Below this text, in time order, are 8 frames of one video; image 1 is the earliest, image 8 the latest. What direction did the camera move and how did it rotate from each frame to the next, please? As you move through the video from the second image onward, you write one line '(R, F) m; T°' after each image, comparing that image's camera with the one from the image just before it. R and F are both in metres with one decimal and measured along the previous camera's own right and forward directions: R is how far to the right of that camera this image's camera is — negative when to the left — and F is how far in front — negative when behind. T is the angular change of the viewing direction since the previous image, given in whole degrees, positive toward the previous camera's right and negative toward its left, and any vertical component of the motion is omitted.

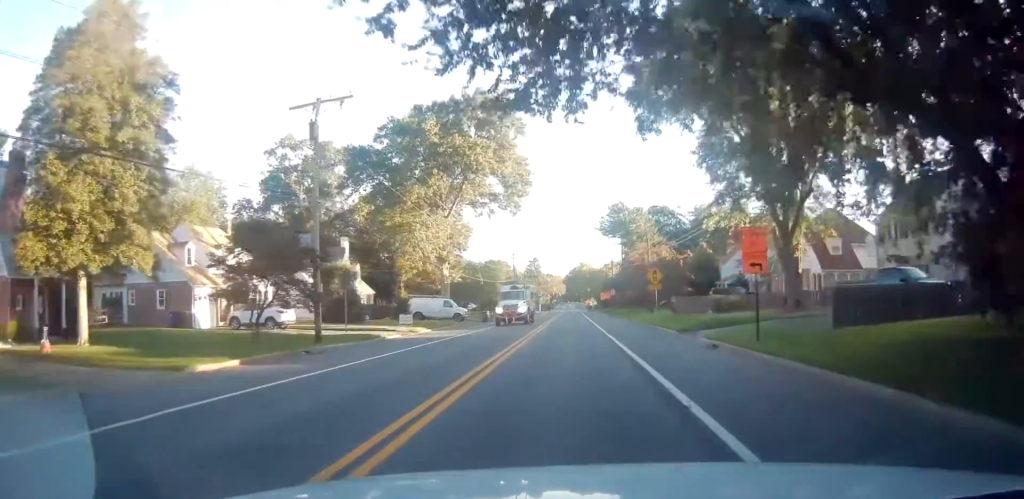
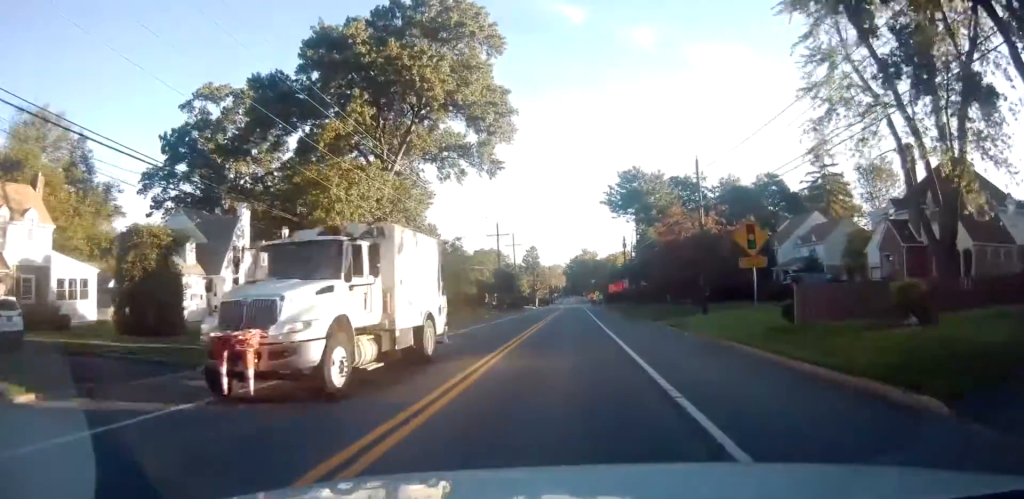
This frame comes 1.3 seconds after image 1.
(-0.1, +20.8) m; 0°
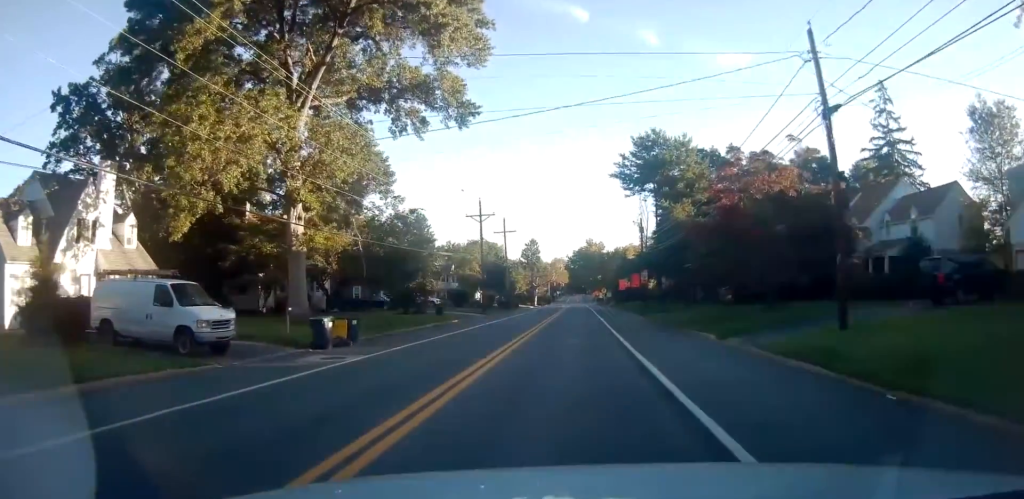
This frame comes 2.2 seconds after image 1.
(+0.2, +16.5) m; 0°
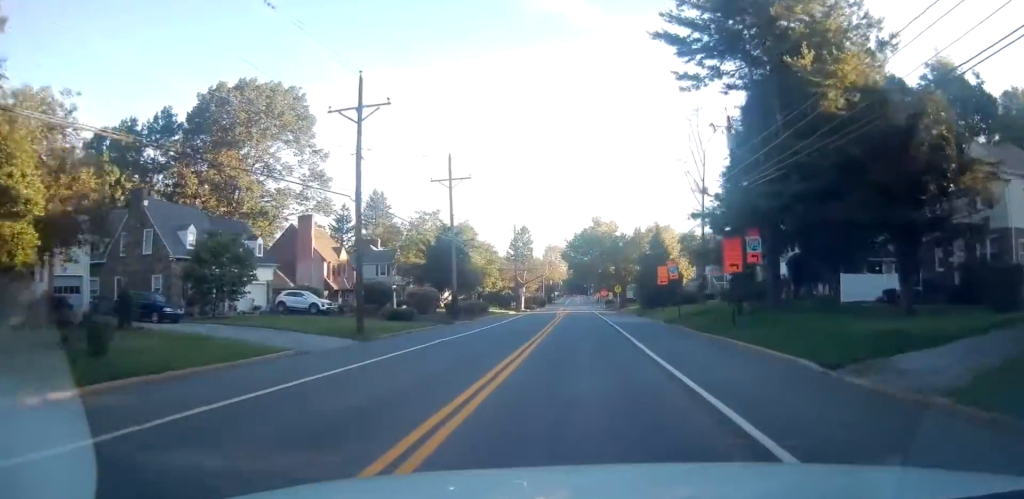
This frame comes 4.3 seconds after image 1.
(-0.7, +35.1) m; -1°
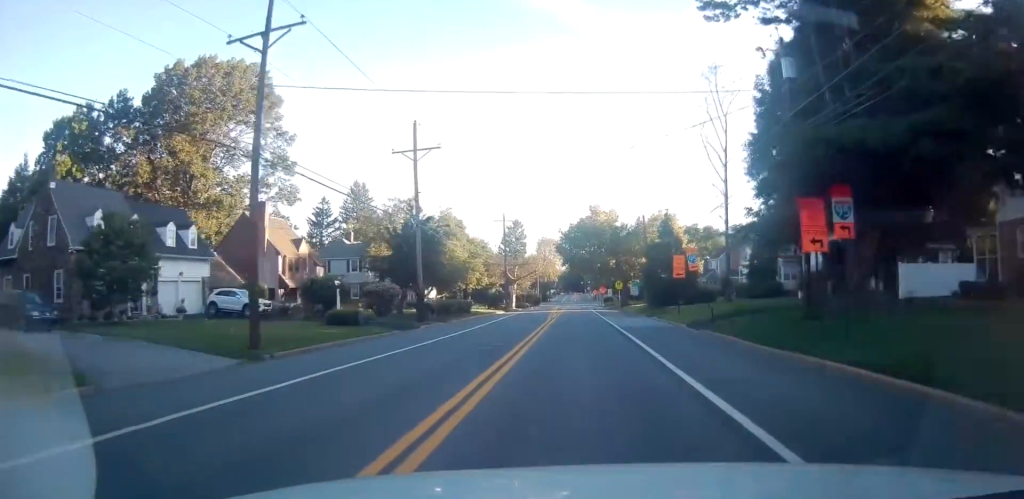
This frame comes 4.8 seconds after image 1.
(0.0, +8.6) m; 0°
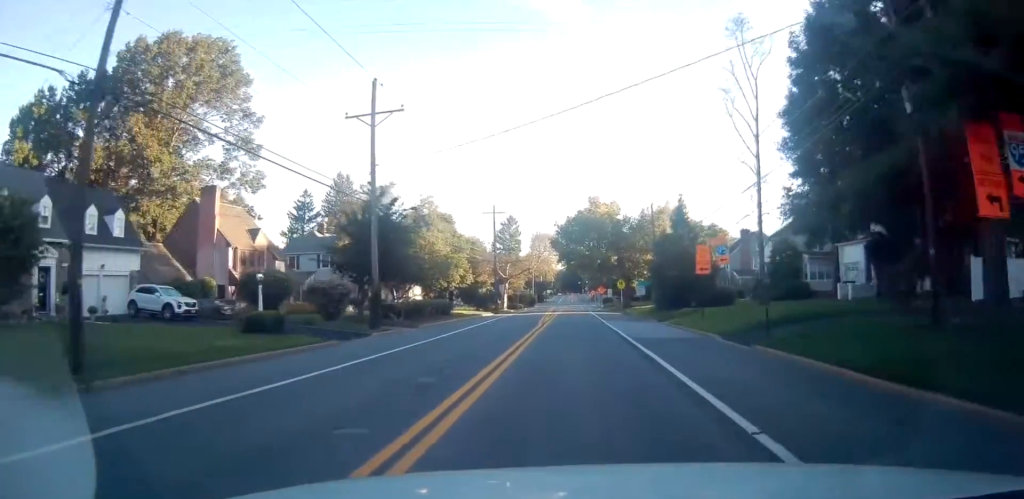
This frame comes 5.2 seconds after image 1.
(0.0, +7.2) m; 0°
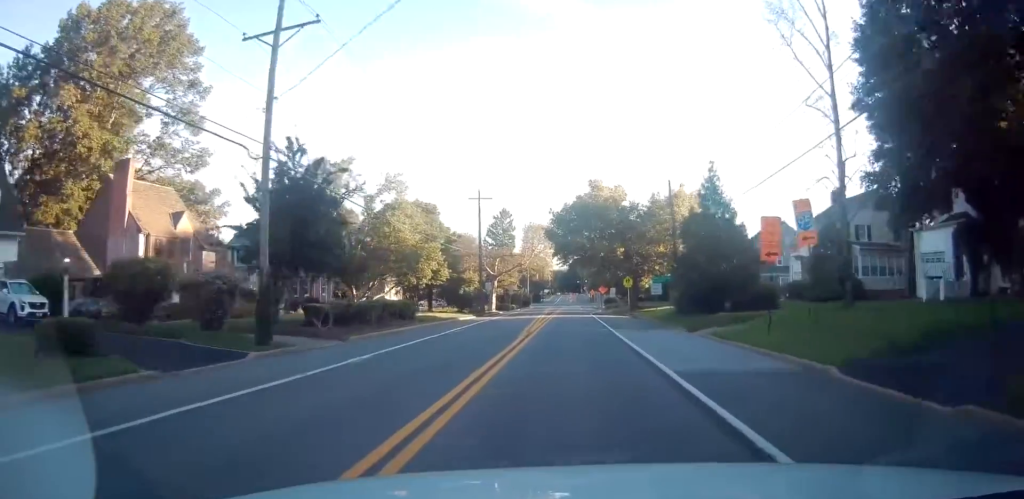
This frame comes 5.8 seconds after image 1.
(0.0, +10.0) m; 0°
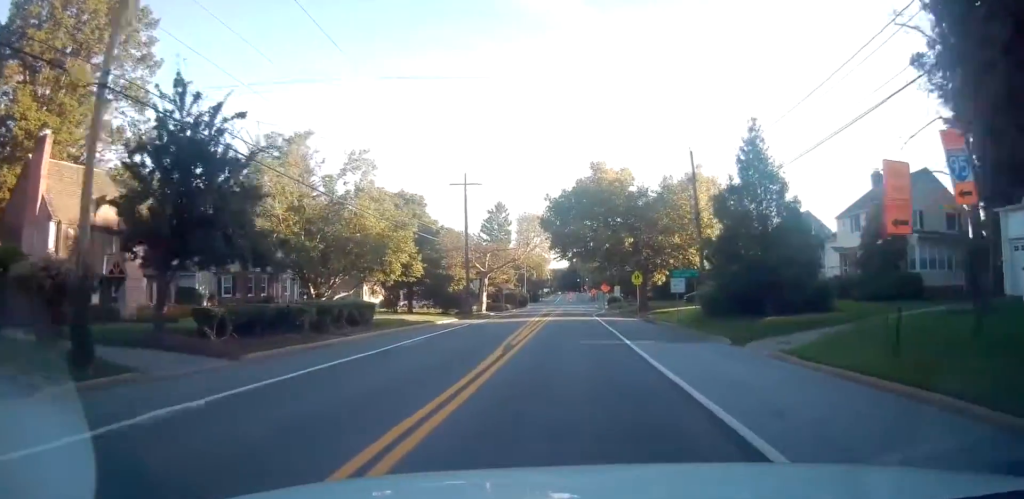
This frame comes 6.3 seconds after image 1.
(-0.1, +8.3) m; +1°
